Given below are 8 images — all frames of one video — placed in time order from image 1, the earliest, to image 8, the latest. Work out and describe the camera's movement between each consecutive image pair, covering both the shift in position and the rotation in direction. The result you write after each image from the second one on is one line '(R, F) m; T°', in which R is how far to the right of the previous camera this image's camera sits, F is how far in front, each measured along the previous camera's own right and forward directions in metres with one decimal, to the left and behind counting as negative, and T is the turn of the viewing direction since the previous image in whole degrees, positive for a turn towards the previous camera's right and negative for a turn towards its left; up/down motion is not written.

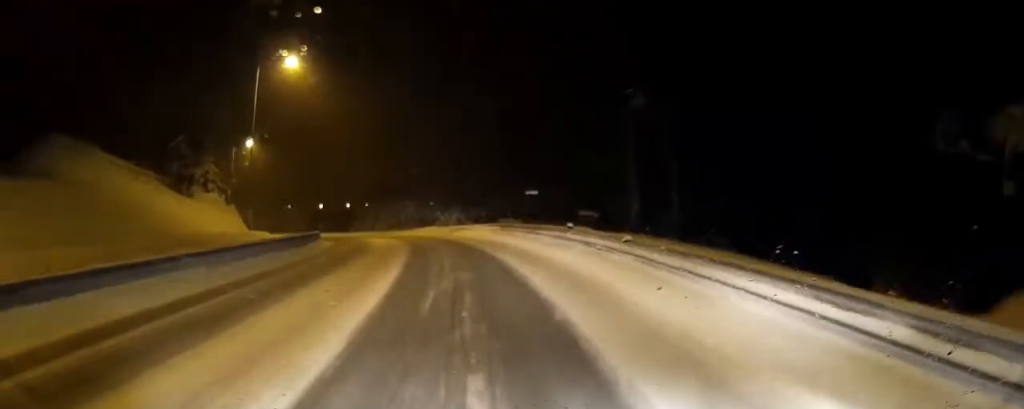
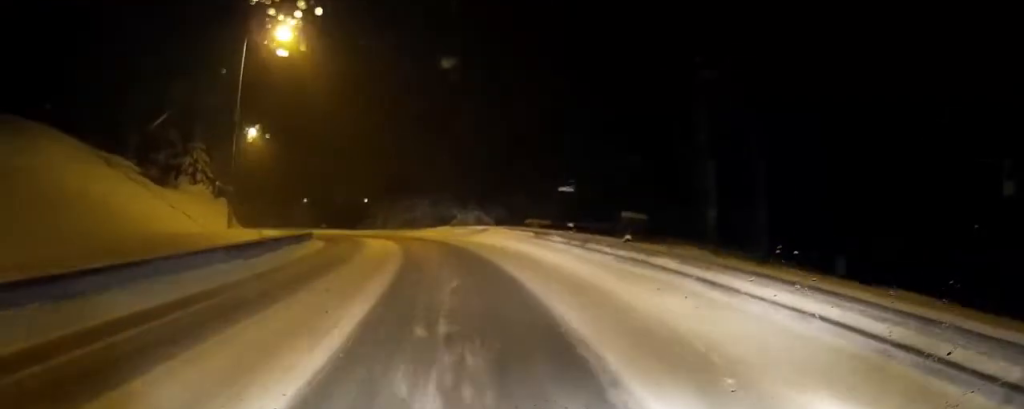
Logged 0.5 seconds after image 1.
(-0.1, +6.3) m; -2°
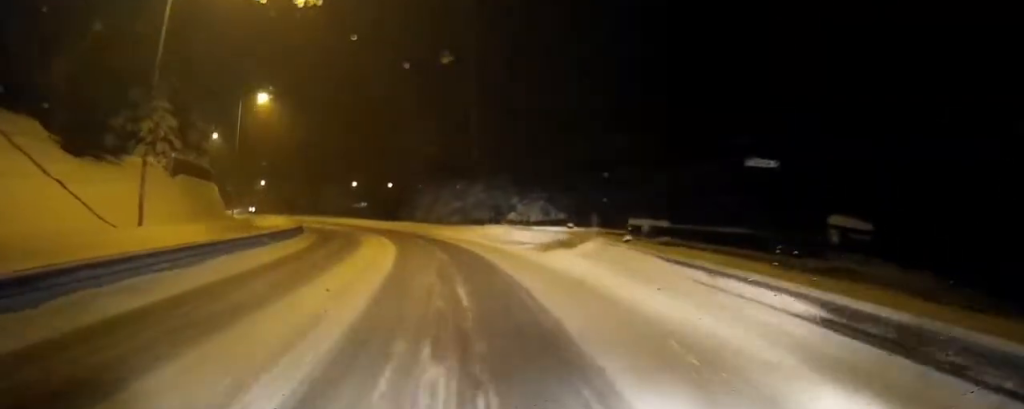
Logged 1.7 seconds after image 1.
(-0.7, +15.0) m; -5°
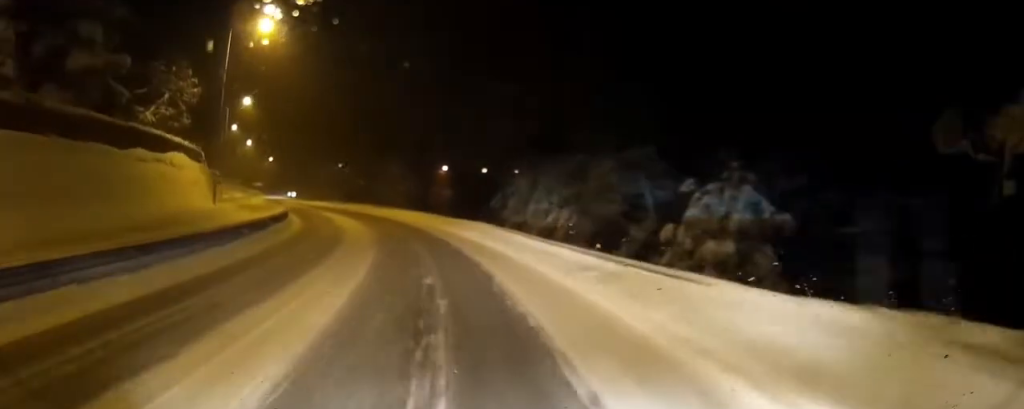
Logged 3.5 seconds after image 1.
(-1.7, +22.3) m; -9°
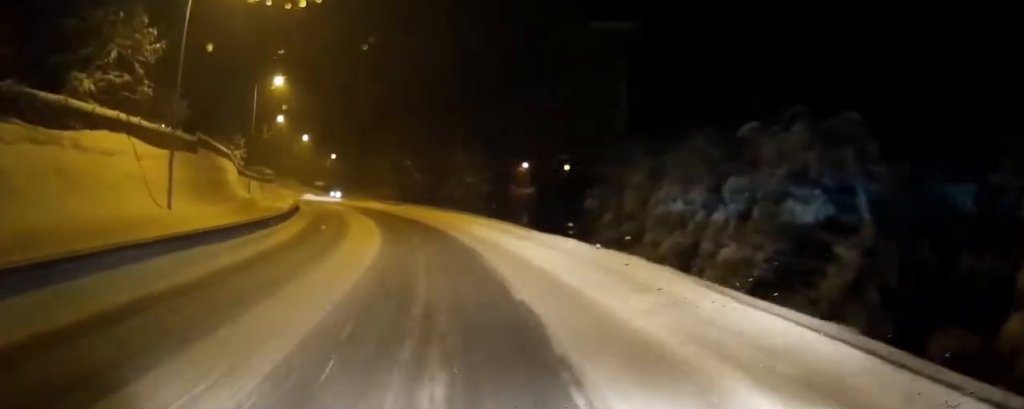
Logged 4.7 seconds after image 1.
(-0.7, +14.3) m; -6°
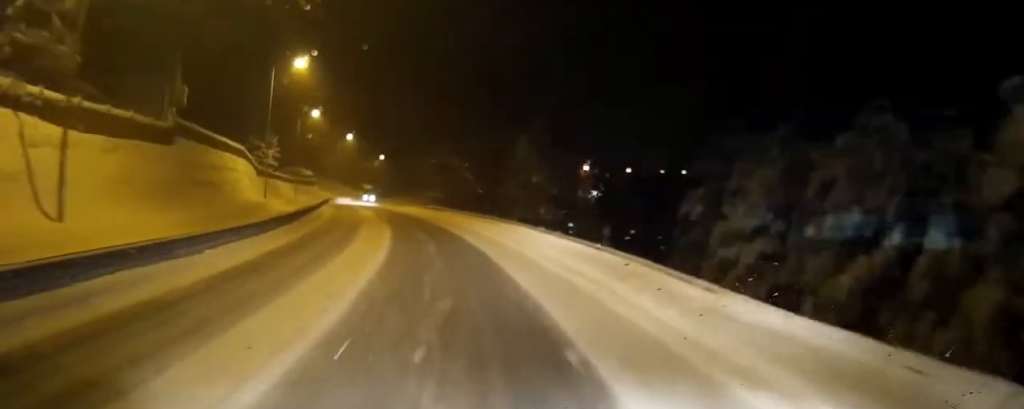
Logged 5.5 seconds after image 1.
(-0.4, +10.2) m; -5°
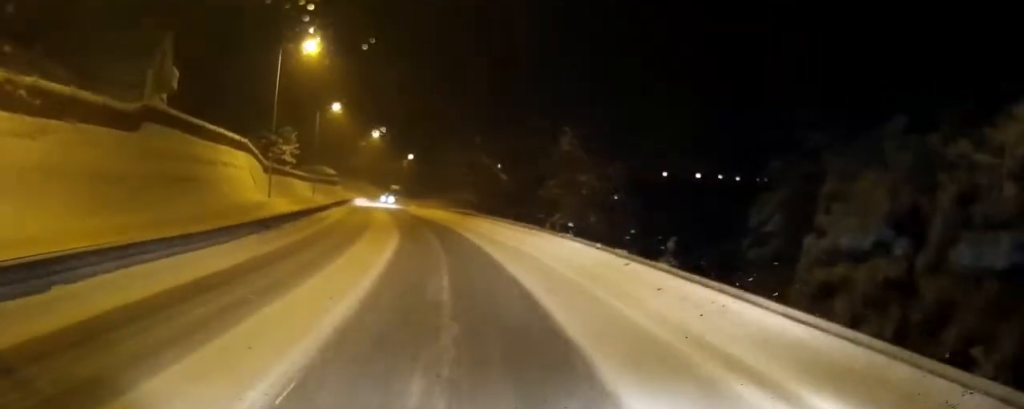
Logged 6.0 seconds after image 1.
(-0.2, +6.1) m; -3°
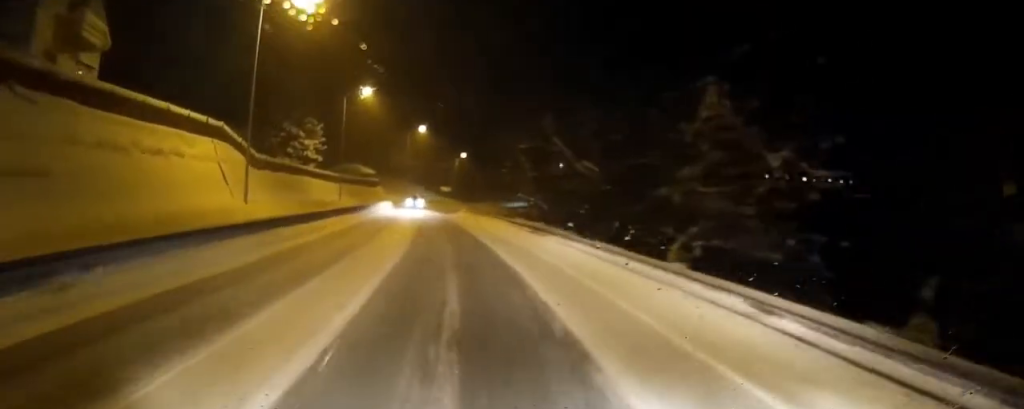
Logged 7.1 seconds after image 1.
(-0.7, +13.7) m; -6°
